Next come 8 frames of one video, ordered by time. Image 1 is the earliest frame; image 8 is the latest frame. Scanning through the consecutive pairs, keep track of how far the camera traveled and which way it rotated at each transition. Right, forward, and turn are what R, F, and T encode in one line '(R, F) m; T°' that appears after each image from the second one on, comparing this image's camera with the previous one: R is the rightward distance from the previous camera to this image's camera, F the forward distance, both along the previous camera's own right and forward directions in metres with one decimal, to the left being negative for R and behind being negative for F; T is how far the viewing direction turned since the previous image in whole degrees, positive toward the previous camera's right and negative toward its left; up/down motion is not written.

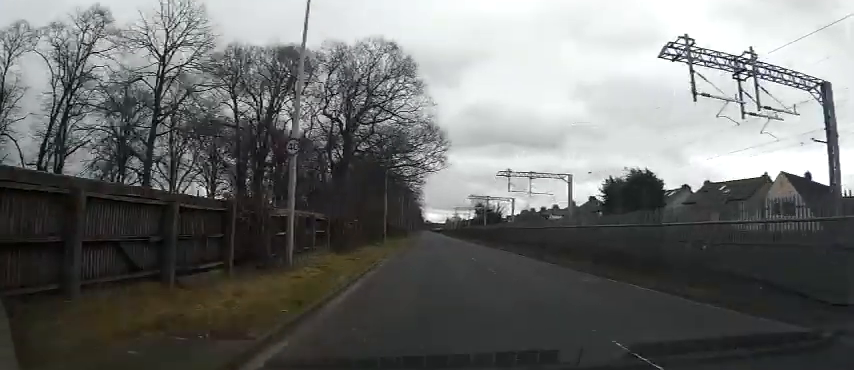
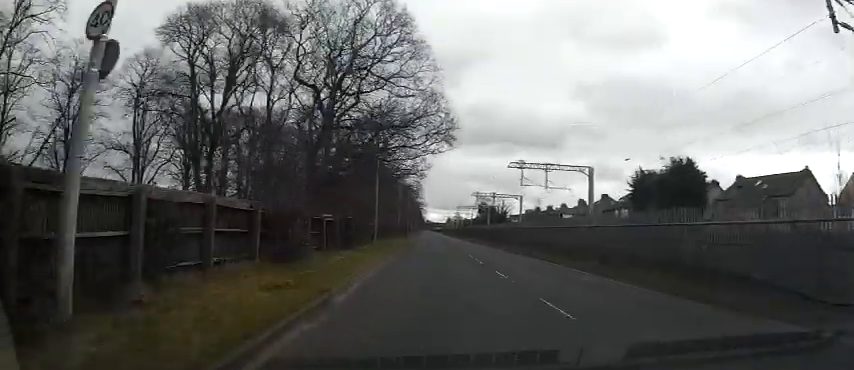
(+0.1, +8.8) m; +1°
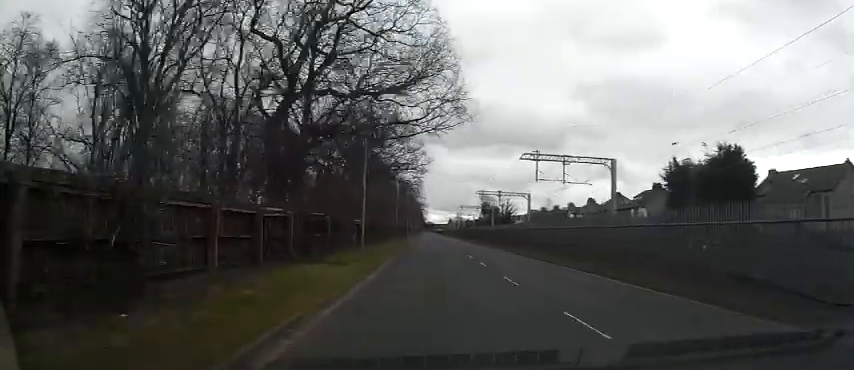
(0.0, +7.4) m; -1°
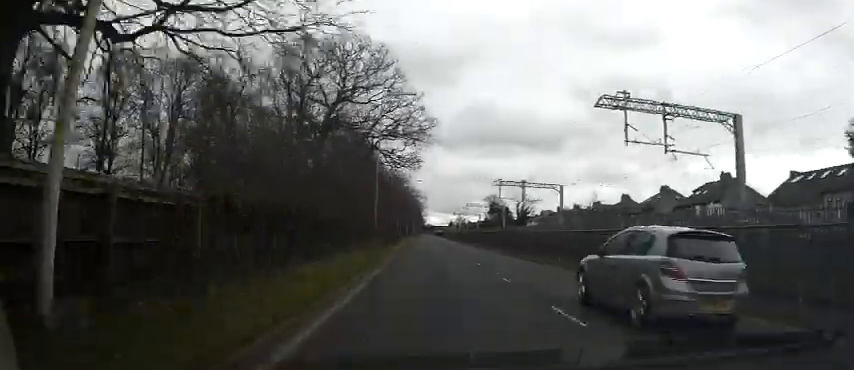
(-0.4, +23.6) m; -1°
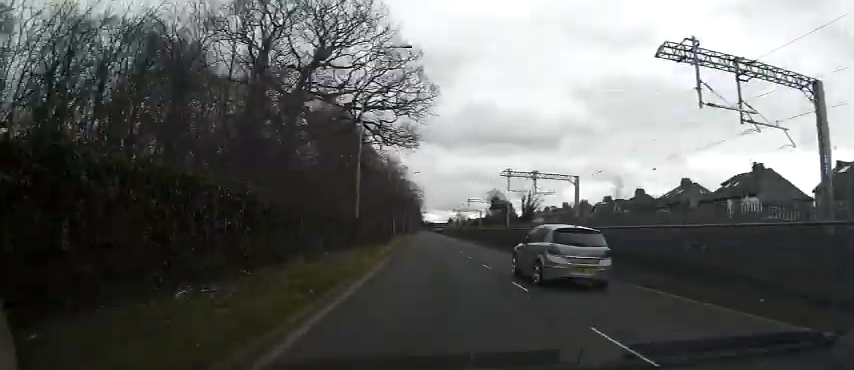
(+0.1, +8.8) m; 0°
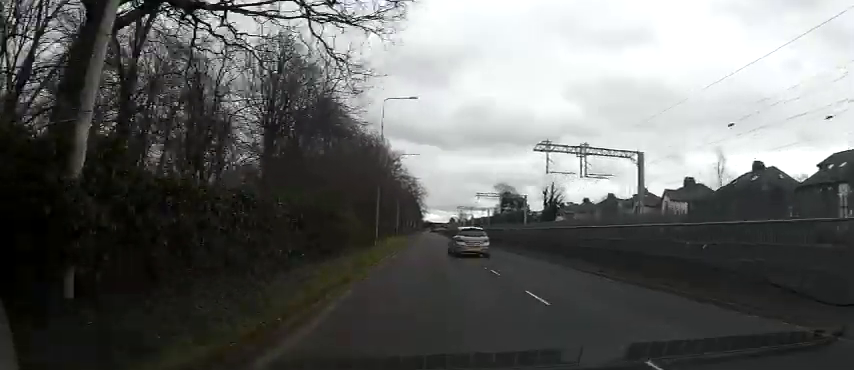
(0.0, +20.1) m; 0°
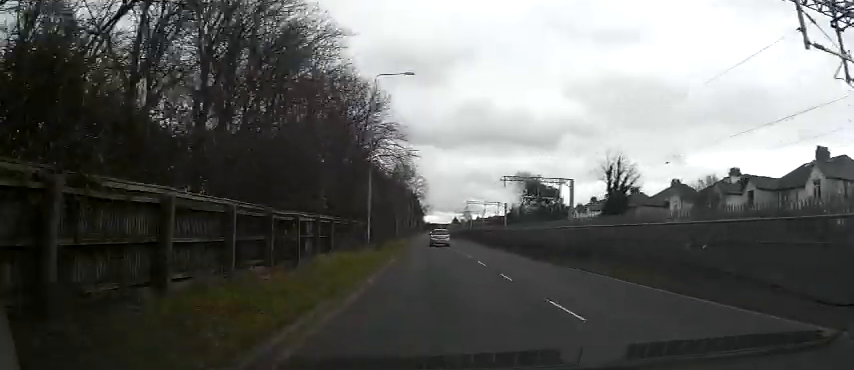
(+0.6, +32.2) m; +1°
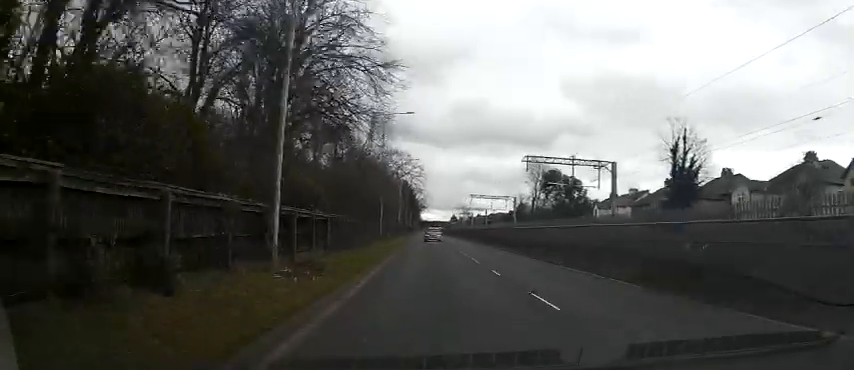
(-0.1, +17.8) m; 0°
